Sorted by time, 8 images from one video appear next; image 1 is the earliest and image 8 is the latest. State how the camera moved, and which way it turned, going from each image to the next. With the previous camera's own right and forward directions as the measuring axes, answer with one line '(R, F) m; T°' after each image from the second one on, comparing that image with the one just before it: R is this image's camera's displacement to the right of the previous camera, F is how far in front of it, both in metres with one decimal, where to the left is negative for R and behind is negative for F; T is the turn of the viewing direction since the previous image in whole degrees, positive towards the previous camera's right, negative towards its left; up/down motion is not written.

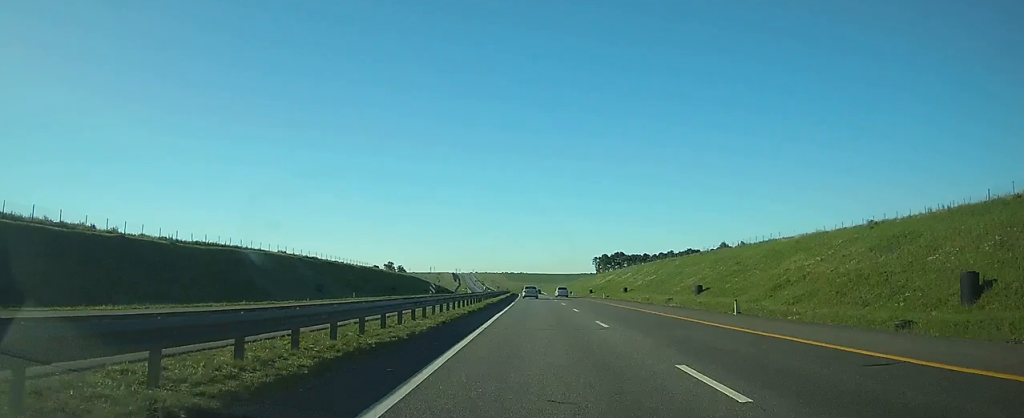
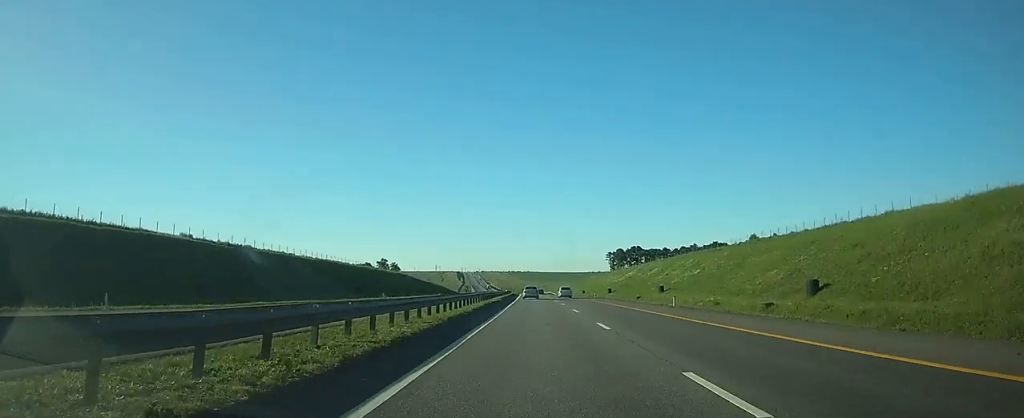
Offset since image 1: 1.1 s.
(0.0, +36.7) m; 0°
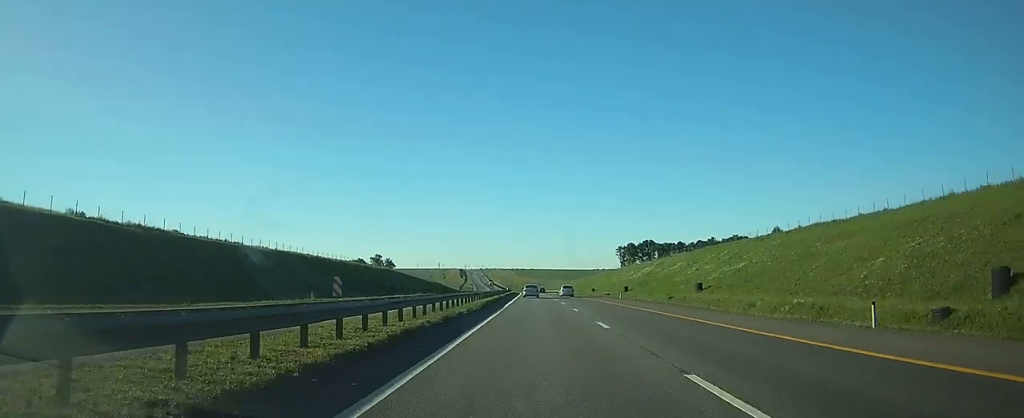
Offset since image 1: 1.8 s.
(-0.1, +24.1) m; 0°
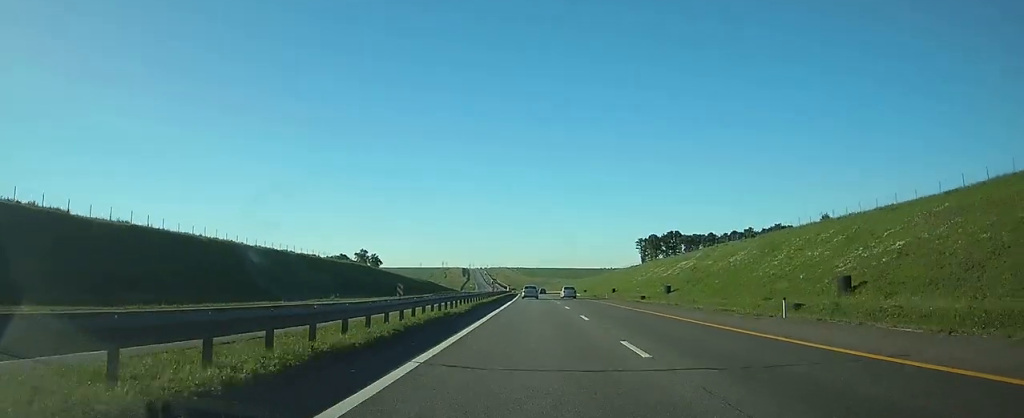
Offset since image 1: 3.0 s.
(-0.2, +42.6) m; -1°
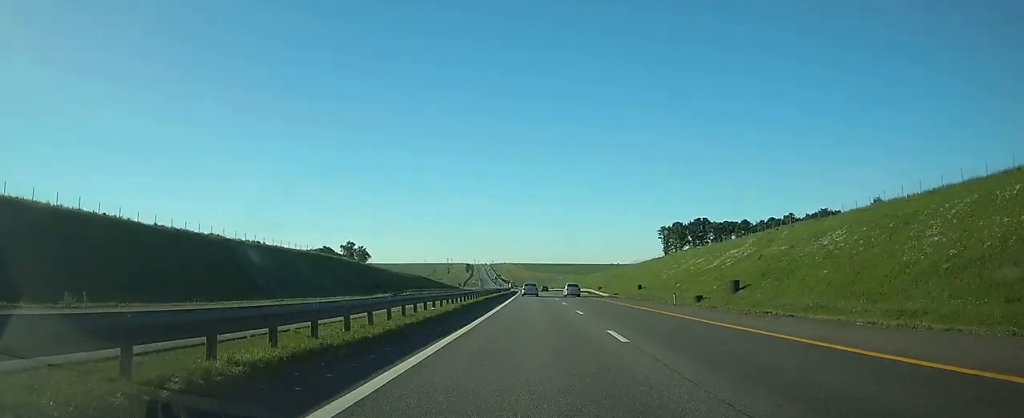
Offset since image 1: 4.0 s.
(-0.1, +33.4) m; -1°
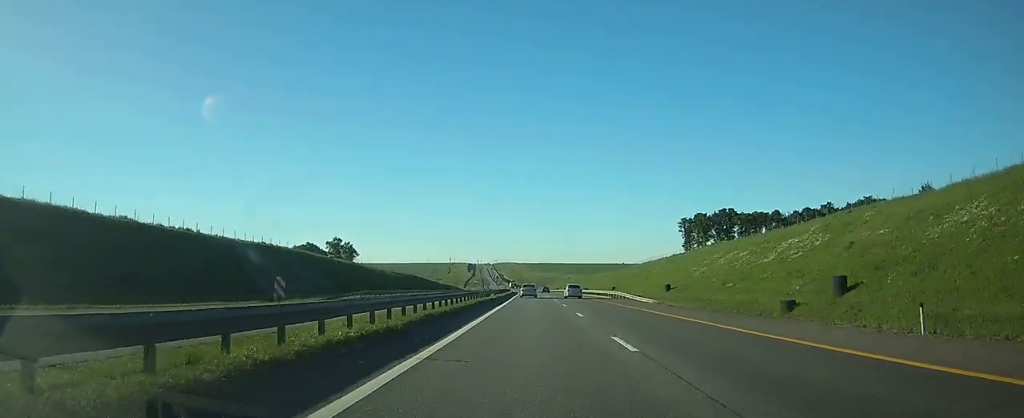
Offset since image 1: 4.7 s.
(-0.1, +25.3) m; 0°
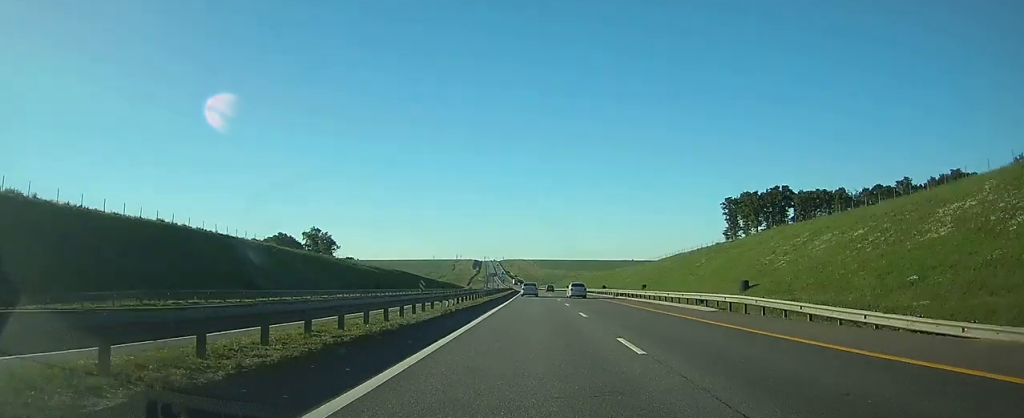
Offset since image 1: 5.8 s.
(-0.1, +36.7) m; -1°
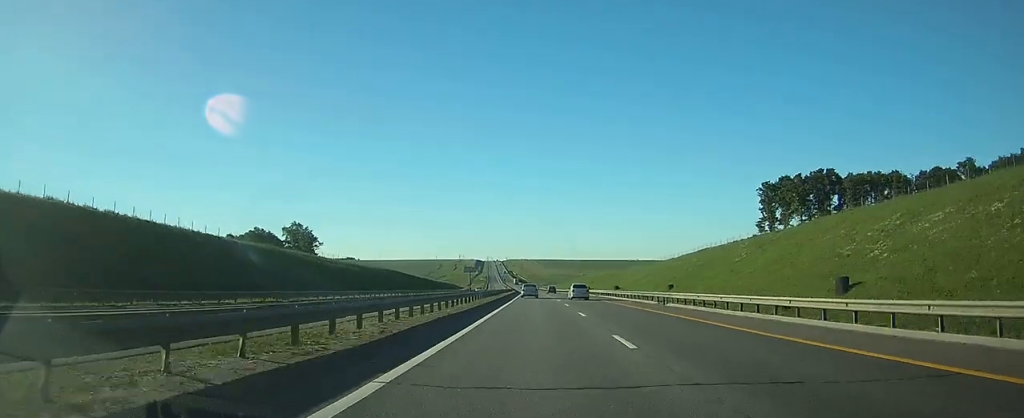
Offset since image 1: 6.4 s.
(-0.1, +22.8) m; 0°
